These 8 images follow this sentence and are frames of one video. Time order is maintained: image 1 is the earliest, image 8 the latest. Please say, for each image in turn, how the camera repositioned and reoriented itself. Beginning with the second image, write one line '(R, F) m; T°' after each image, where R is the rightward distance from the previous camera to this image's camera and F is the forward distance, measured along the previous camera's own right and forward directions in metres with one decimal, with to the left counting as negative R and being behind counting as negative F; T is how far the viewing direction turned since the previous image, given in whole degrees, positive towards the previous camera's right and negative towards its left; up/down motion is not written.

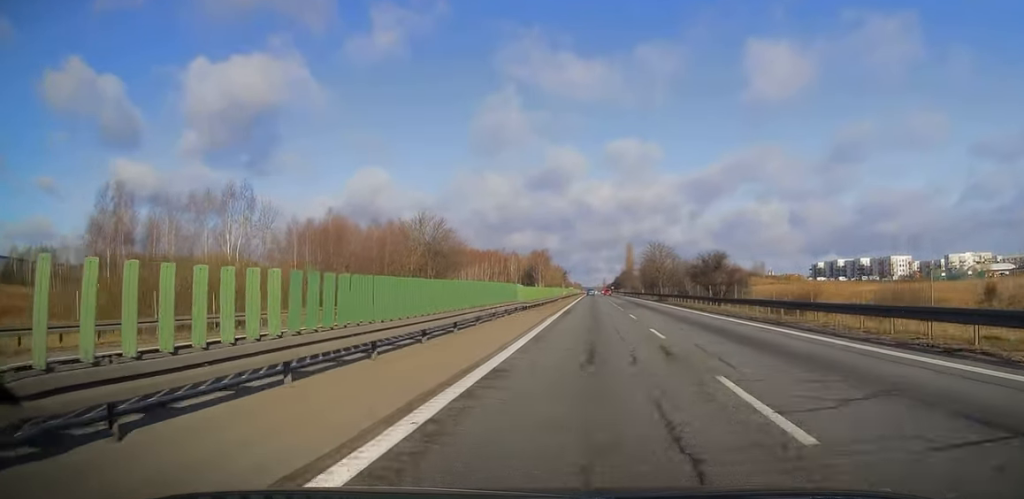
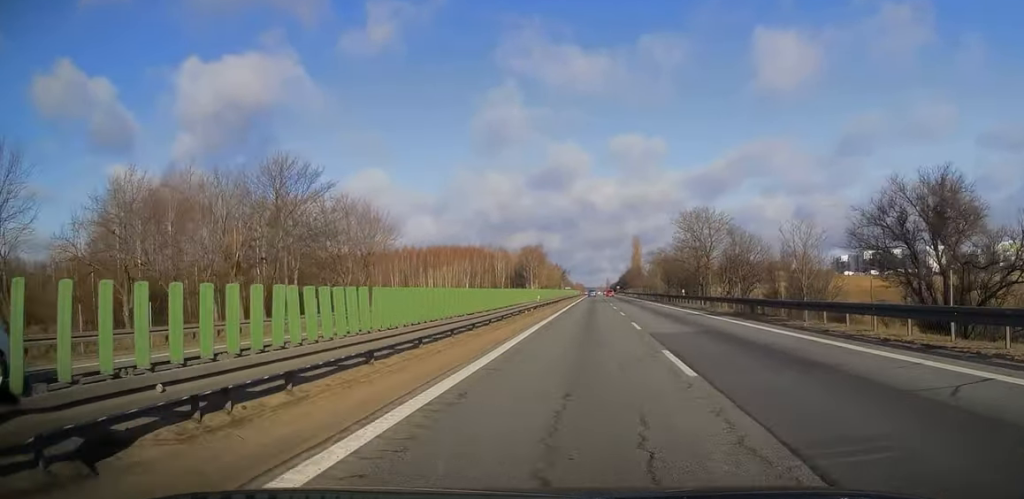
(-0.1, +43.2) m; 0°
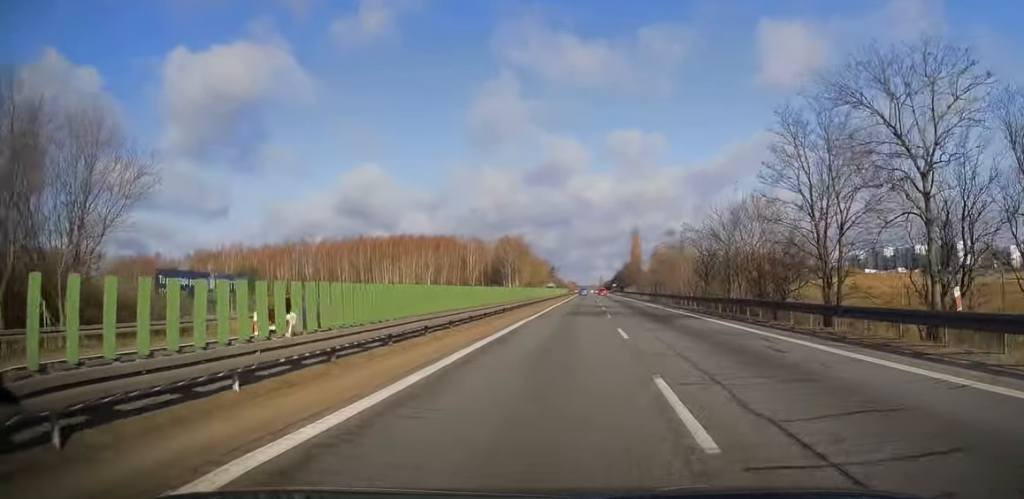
(+0.1, +40.3) m; 0°
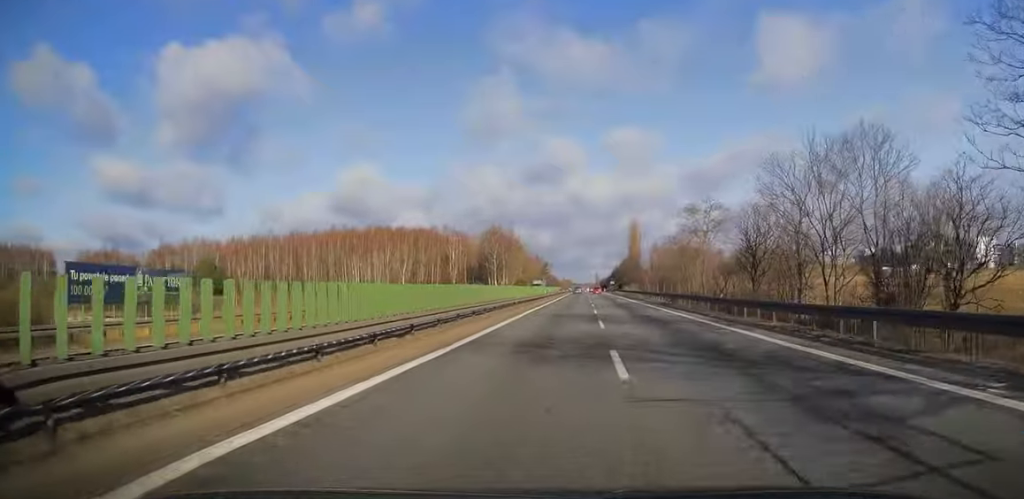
(+0.1, +19.6) m; 0°
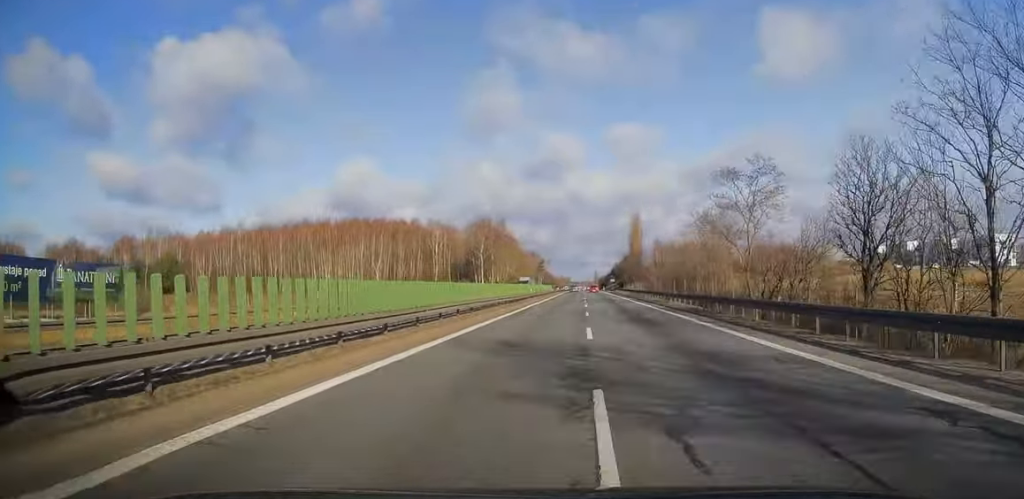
(0.0, +17.4) m; 0°
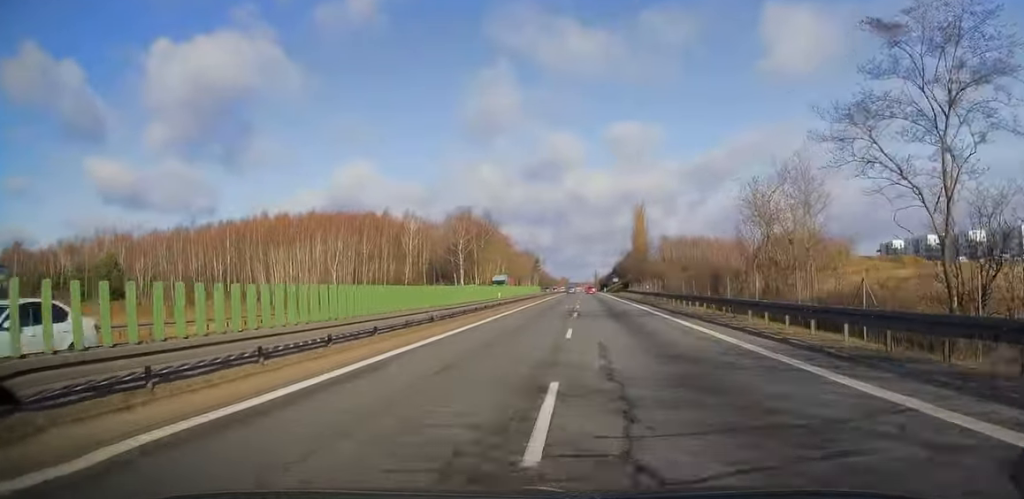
(+0.1, +23.4) m; 0°
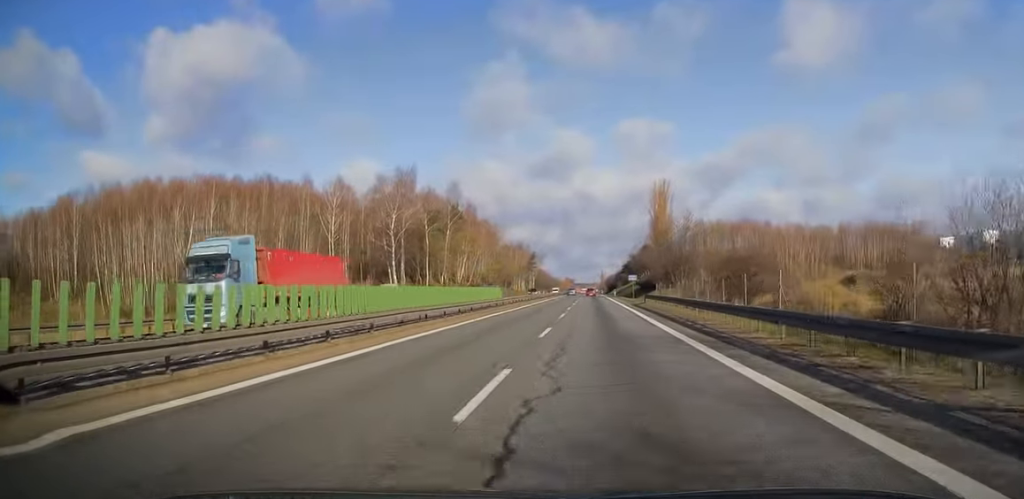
(-0.1, +46.5) m; 0°
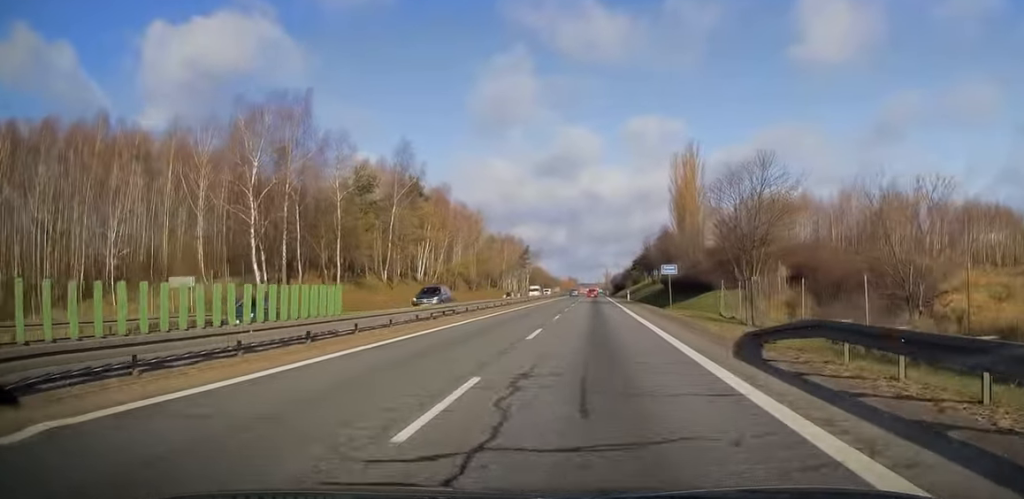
(0.0, +36.4) m; -1°
